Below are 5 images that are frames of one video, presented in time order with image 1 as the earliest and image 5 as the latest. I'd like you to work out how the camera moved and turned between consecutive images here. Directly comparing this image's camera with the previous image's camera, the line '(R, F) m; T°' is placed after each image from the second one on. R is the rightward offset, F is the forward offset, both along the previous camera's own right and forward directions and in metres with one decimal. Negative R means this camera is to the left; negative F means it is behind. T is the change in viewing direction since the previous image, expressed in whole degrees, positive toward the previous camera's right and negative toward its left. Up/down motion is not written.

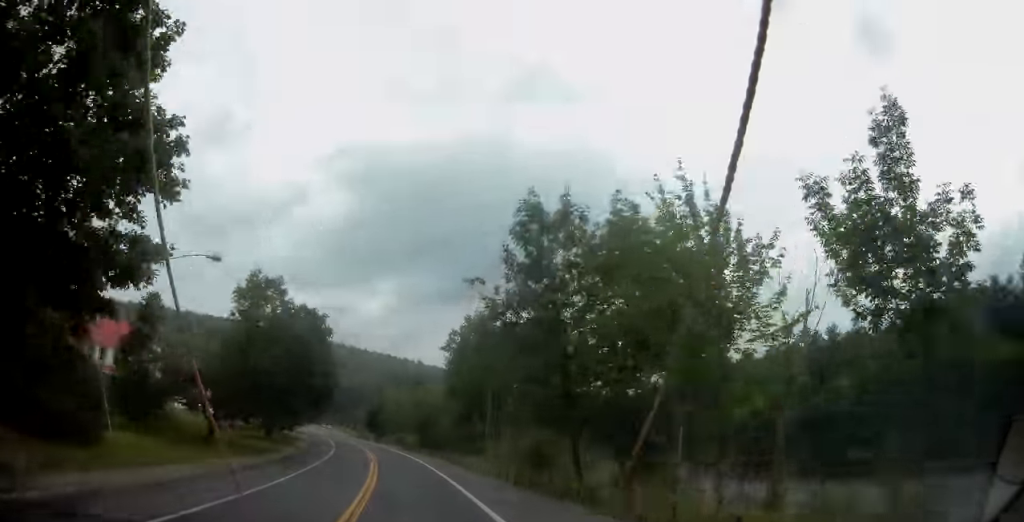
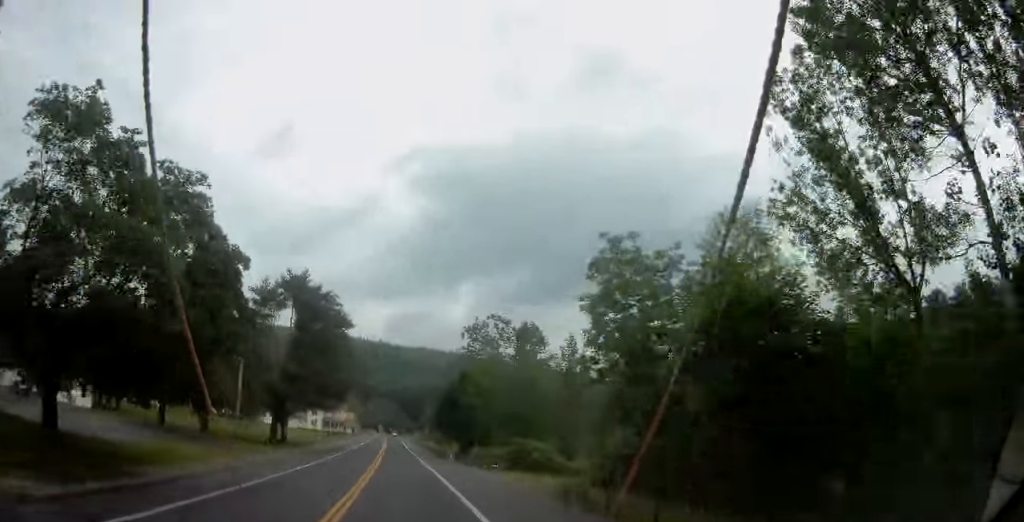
(-5.1, +59.8) m; -9°
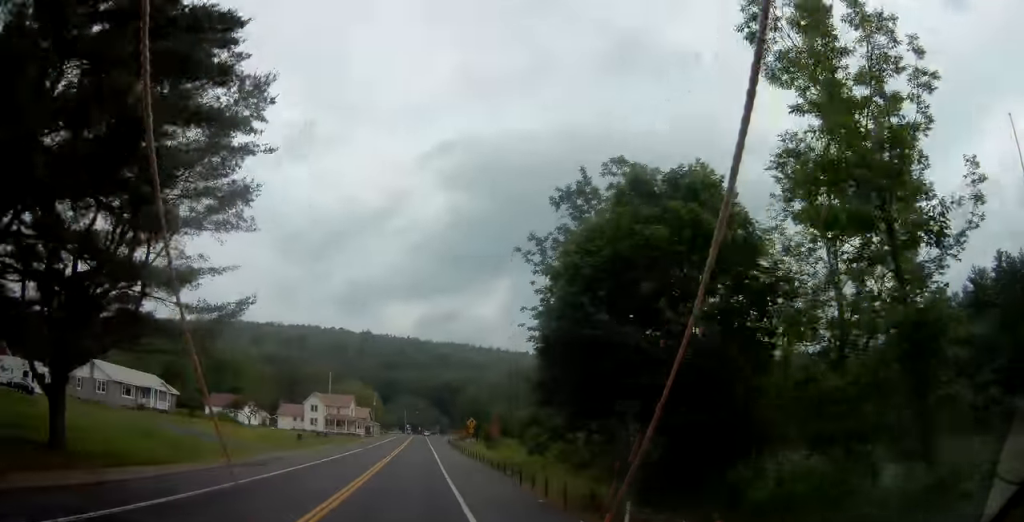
(-2.2, +42.9) m; -4°
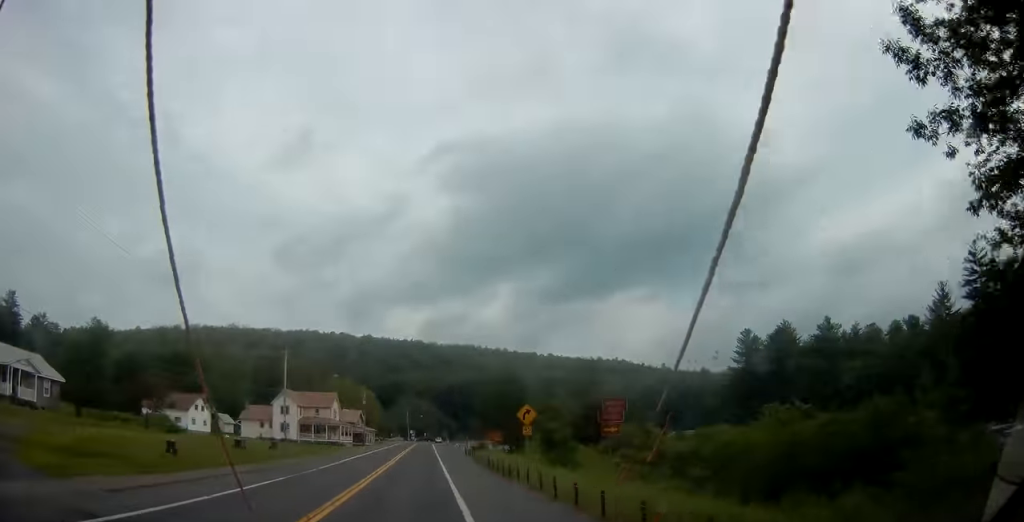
(-0.1, +30.5) m; 0°
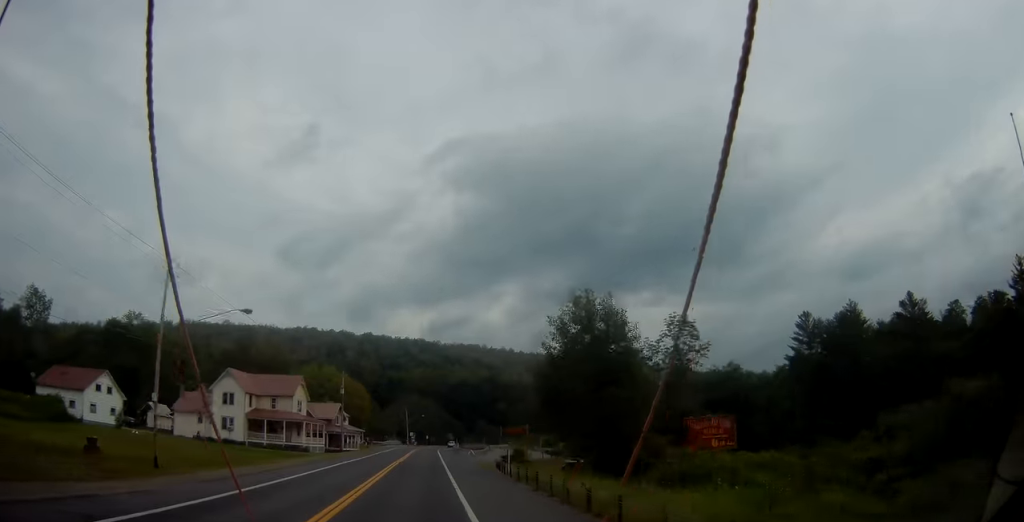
(-0.1, +29.7) m; -1°
